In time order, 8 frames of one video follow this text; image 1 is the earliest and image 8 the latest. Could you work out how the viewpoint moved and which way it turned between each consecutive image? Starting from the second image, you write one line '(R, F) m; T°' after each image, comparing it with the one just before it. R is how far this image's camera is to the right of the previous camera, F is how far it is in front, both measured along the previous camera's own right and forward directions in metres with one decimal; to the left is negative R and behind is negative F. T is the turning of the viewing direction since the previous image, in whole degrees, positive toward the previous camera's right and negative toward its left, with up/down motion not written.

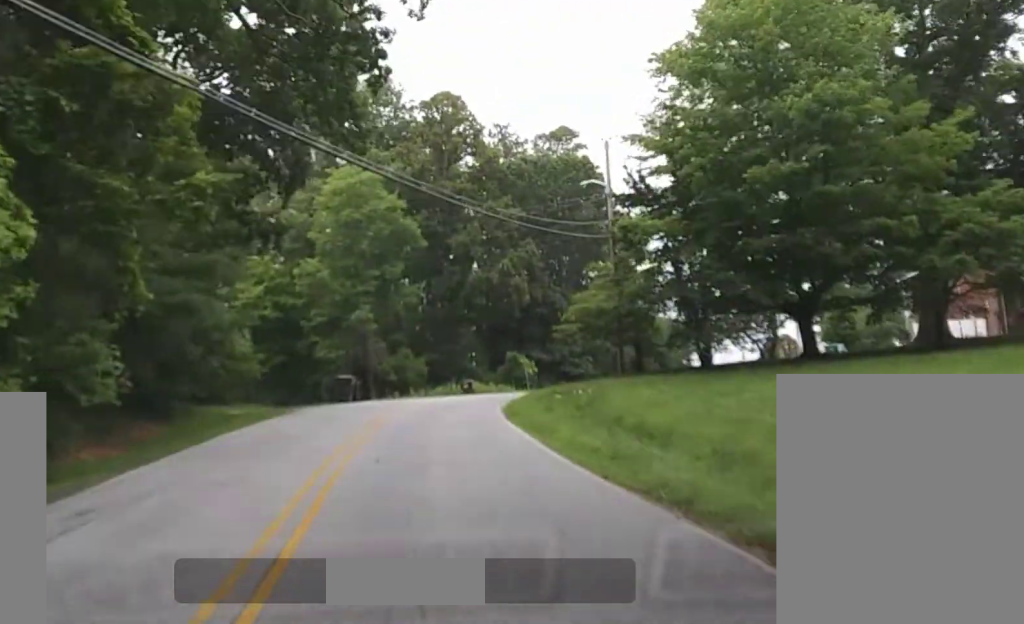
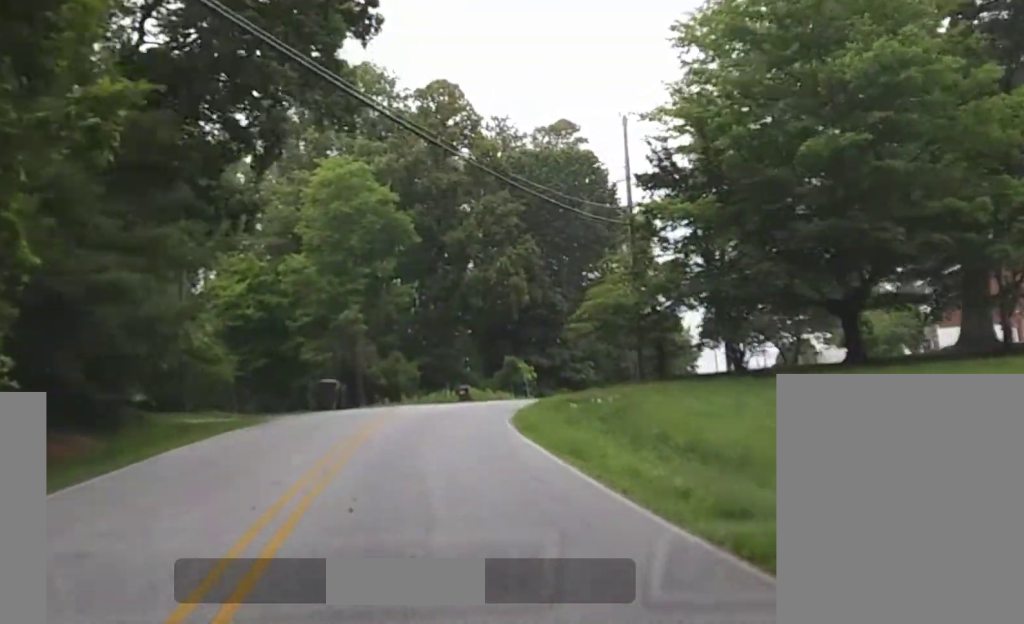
(0.0, +4.9) m; +13°
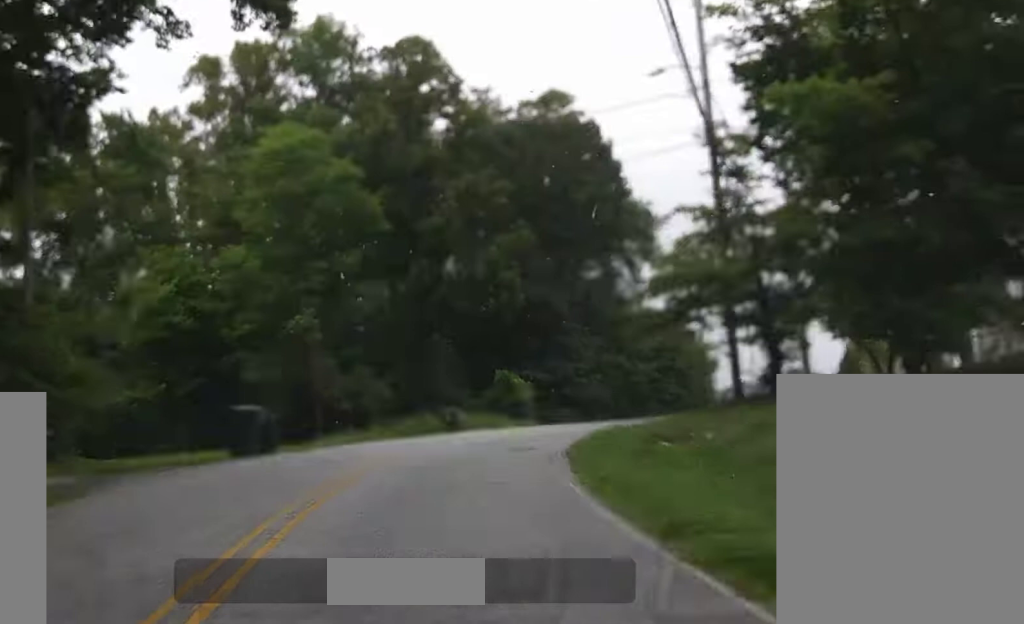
(+3.5, +12.6) m; +16°
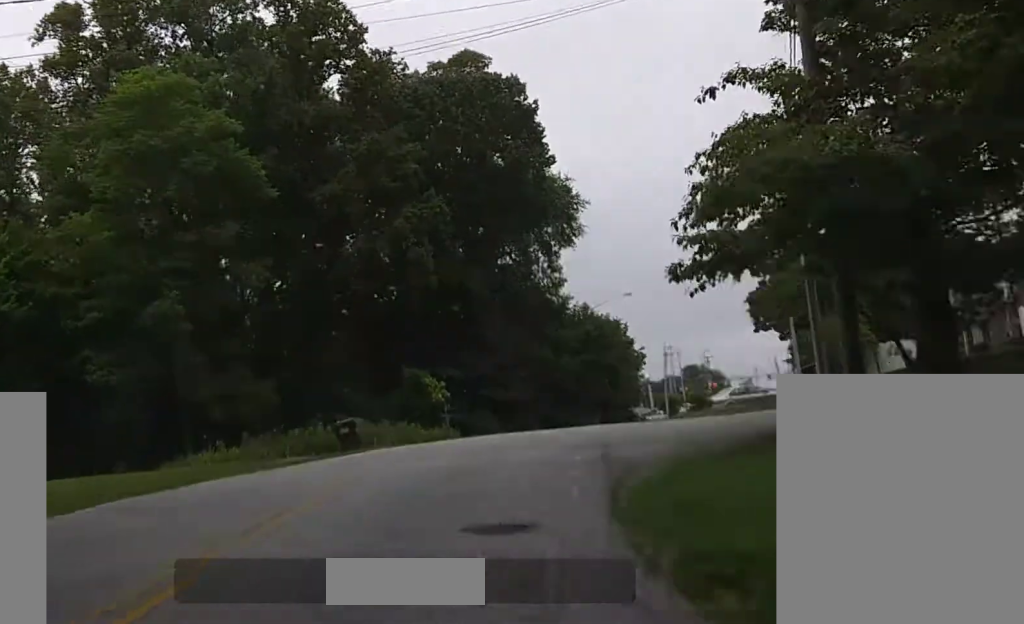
(0.0, +12.4) m; 0°
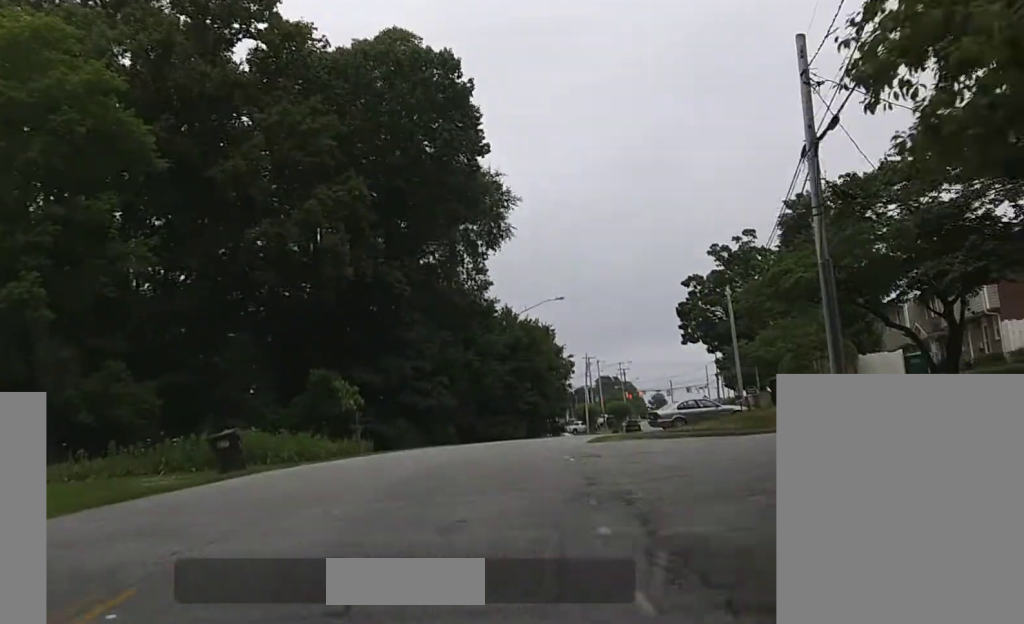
(0.0, +8.6) m; 0°
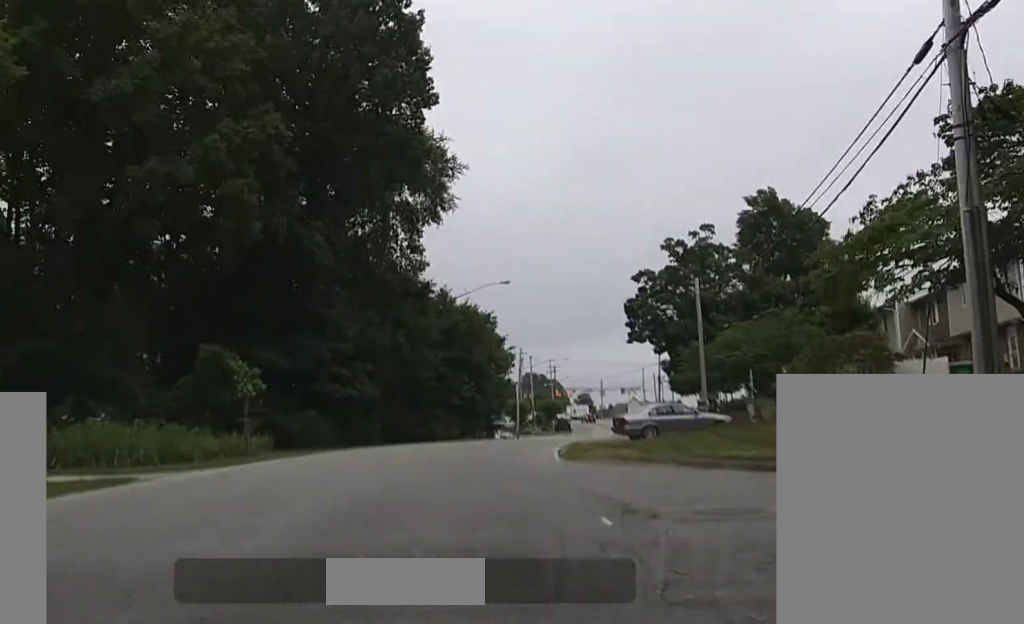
(0.0, +10.2) m; 0°
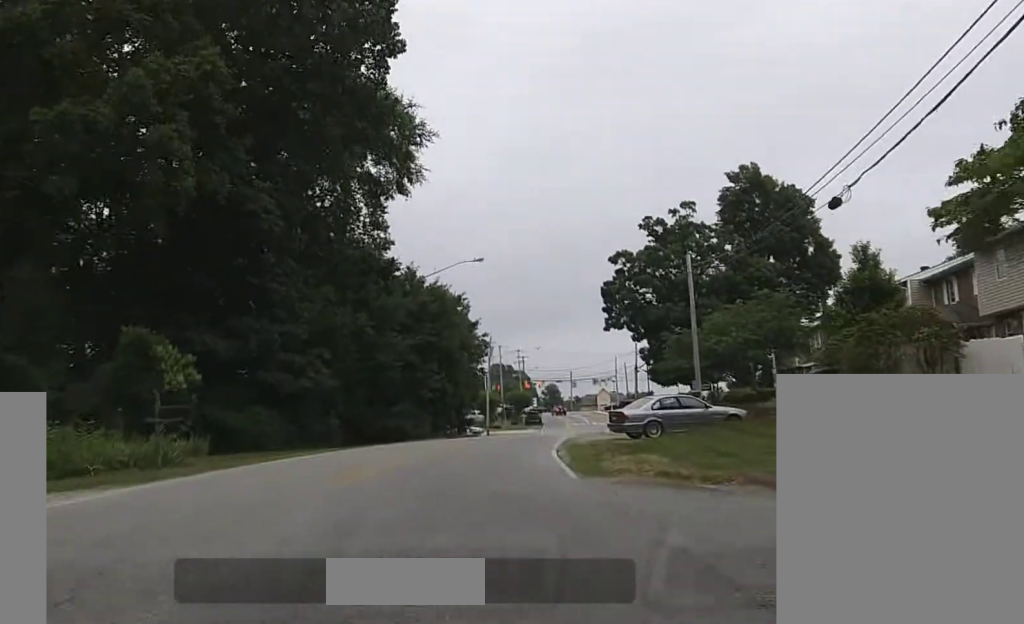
(0.0, +6.2) m; +4°
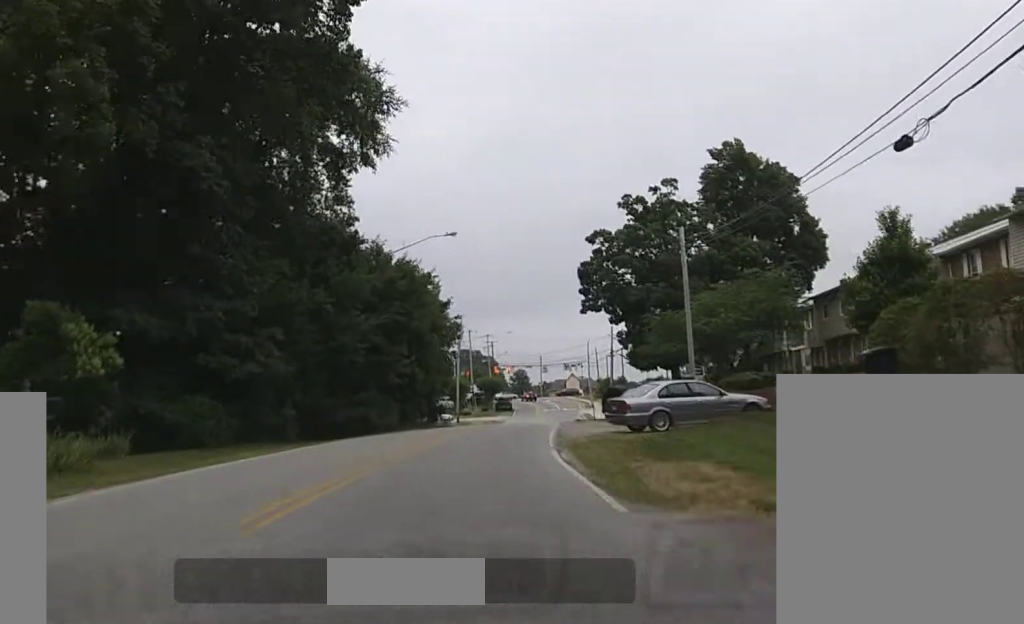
(-0.3, +5.7) m; +4°
